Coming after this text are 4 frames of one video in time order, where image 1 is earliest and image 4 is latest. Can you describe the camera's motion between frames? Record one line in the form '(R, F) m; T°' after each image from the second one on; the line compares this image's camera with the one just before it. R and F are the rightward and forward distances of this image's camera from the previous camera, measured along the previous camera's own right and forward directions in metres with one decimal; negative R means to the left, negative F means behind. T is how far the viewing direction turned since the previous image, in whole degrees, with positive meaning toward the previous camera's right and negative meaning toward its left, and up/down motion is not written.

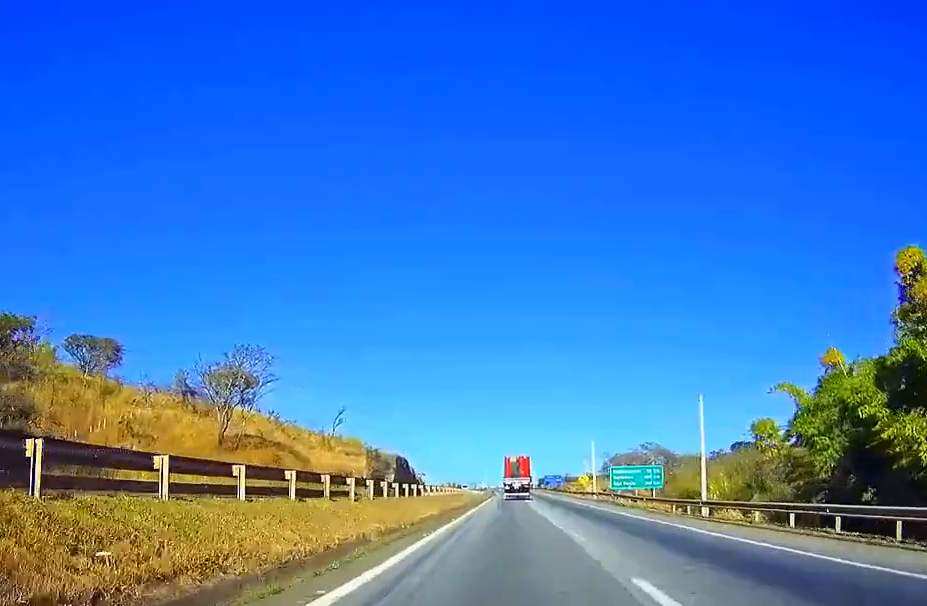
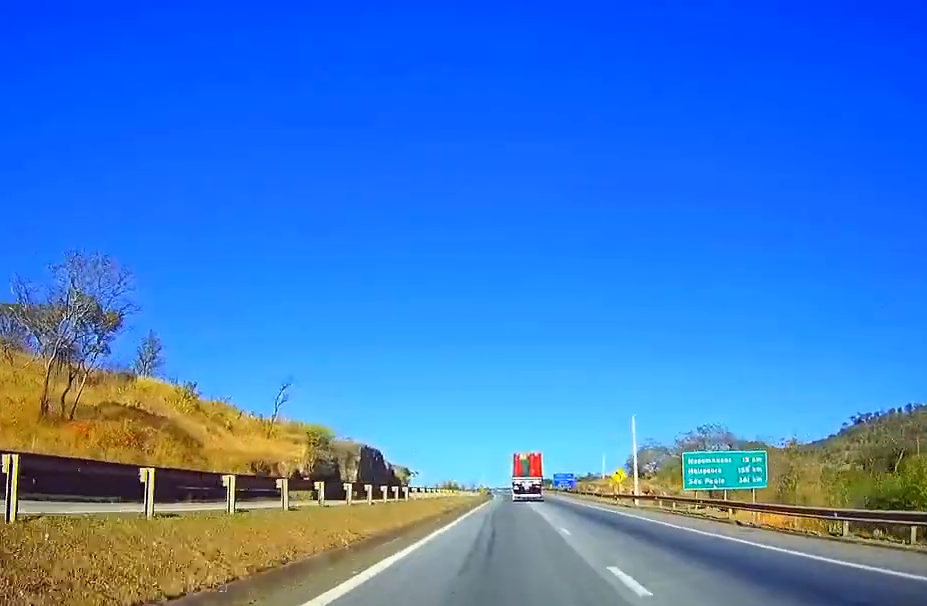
(-0.1, +33.0) m; 0°
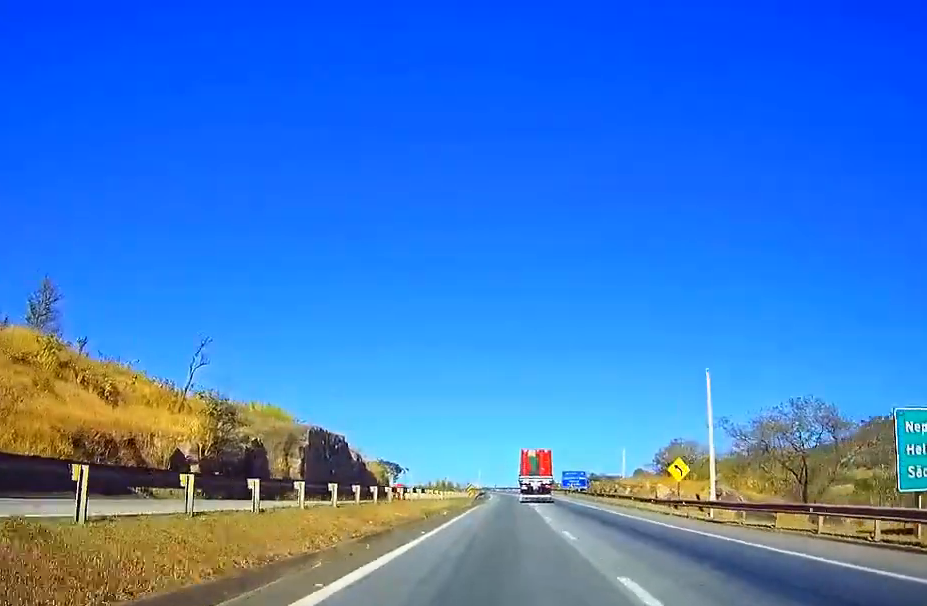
(0.0, +26.8) m; 0°
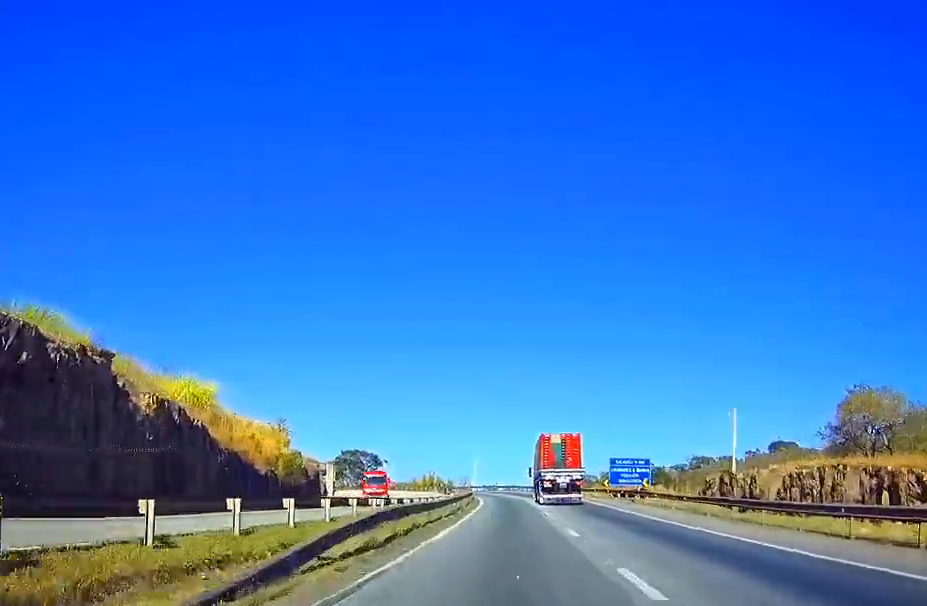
(-0.3, +59.3) m; -1°
